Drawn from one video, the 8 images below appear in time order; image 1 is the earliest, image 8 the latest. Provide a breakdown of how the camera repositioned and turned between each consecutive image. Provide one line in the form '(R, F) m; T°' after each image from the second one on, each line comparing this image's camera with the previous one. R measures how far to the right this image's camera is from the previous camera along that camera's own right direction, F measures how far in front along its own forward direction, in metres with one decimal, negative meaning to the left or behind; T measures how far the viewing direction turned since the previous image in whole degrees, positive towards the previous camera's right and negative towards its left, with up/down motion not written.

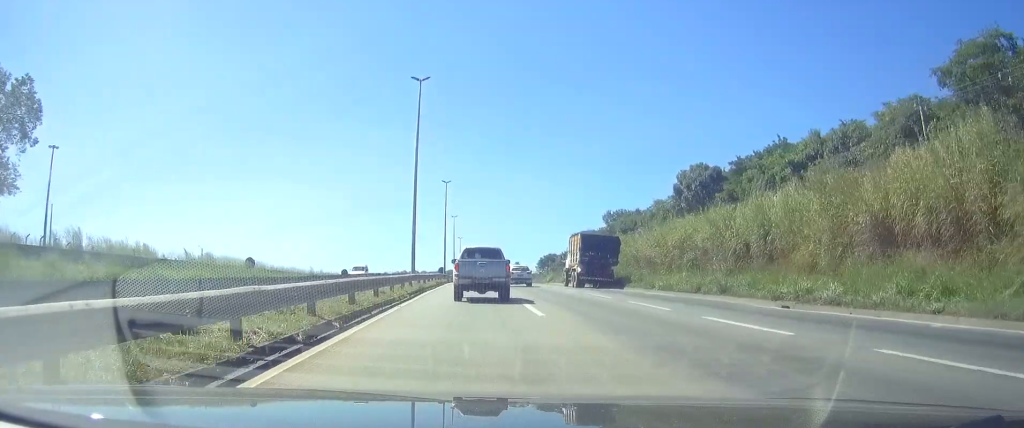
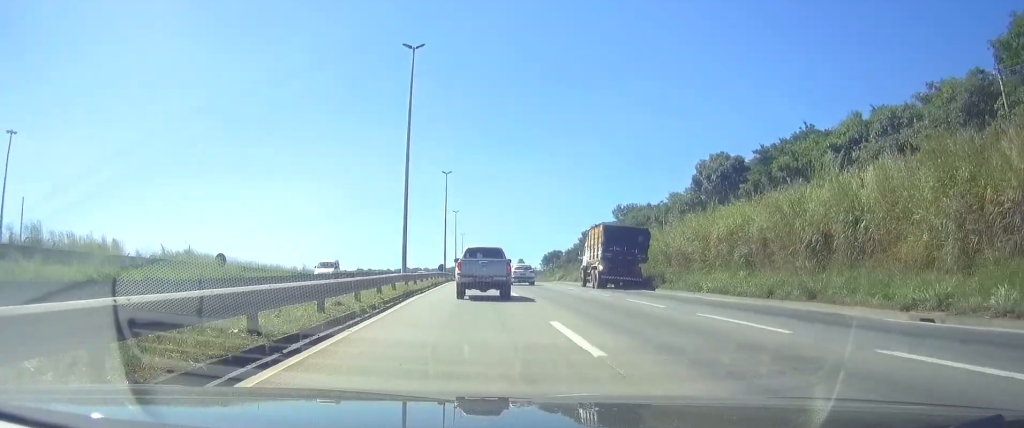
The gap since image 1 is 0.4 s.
(0.0, +7.3) m; 0°
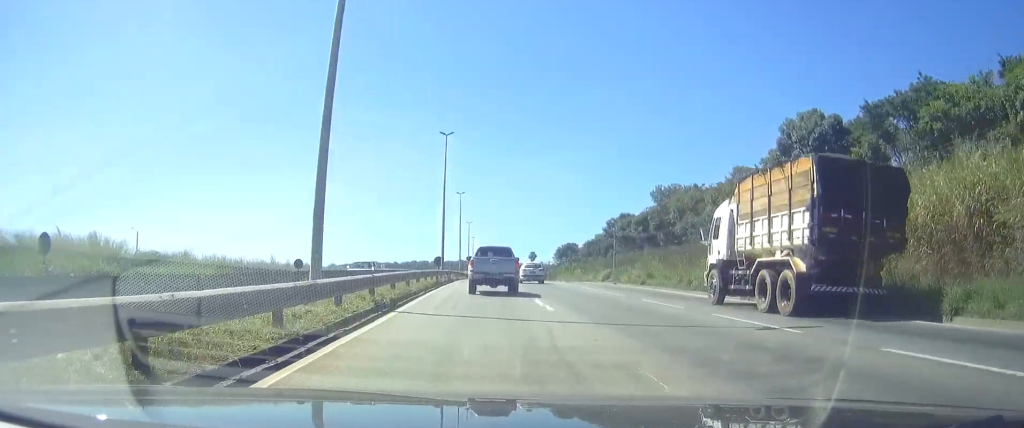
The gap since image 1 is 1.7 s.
(-0.2, +23.3) m; -1°
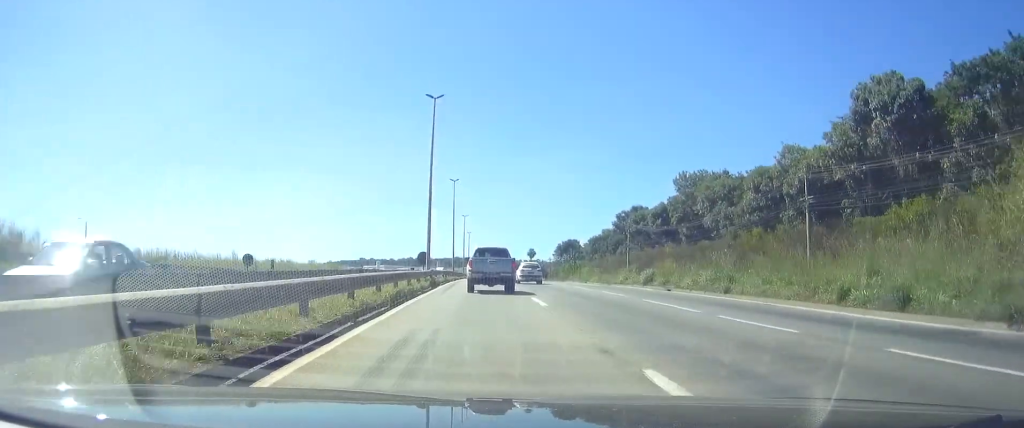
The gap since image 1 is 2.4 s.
(-0.2, +14.4) m; 0°
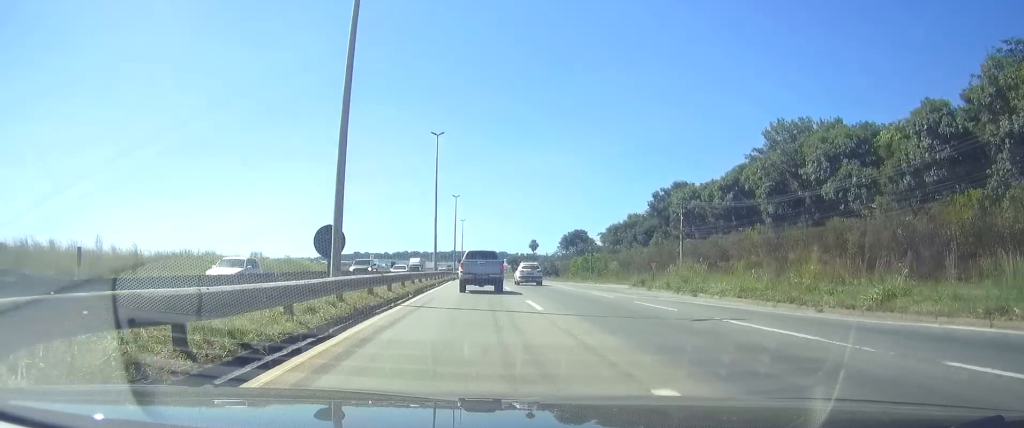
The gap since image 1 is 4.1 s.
(+0.1, +31.3) m; 0°
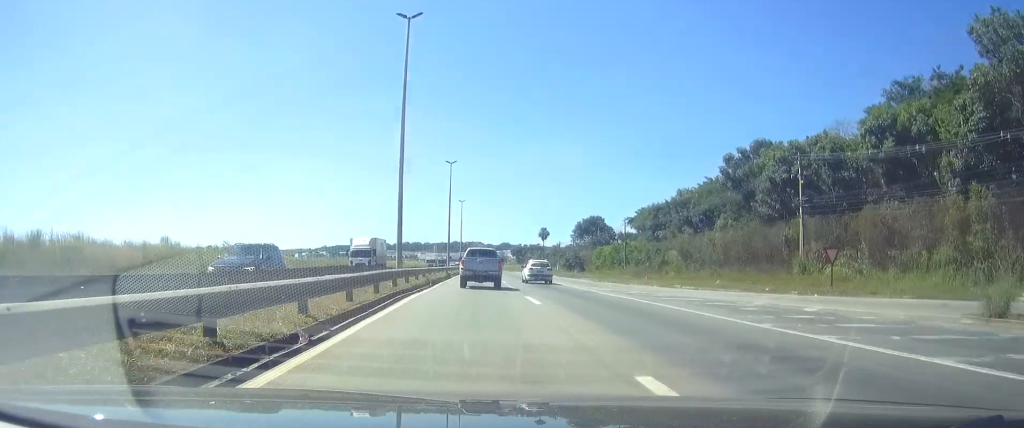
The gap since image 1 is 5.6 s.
(+0.1, +30.5) m; +1°
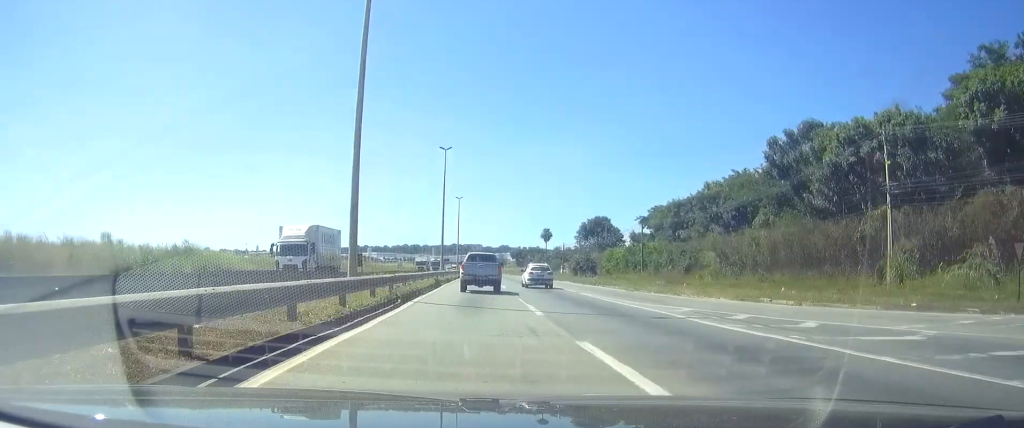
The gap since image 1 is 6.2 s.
(0.0, +12.4) m; 0°
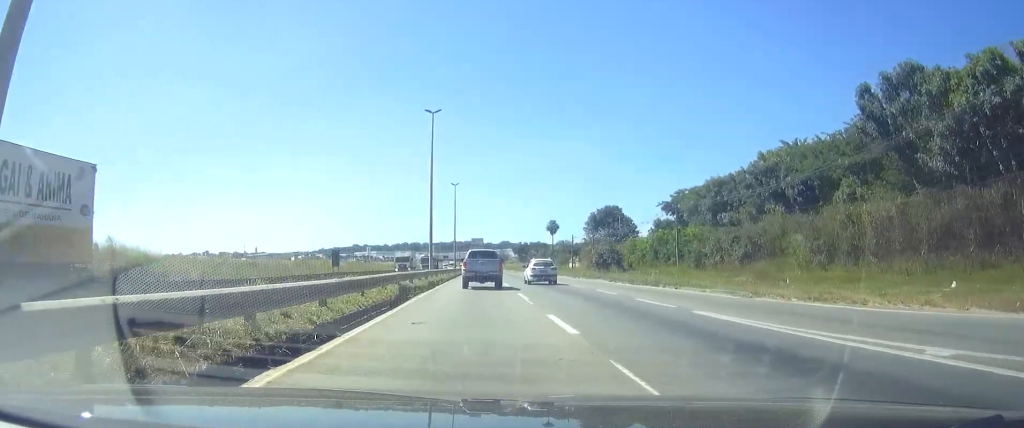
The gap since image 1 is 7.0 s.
(-0.1, +17.5) m; -1°
